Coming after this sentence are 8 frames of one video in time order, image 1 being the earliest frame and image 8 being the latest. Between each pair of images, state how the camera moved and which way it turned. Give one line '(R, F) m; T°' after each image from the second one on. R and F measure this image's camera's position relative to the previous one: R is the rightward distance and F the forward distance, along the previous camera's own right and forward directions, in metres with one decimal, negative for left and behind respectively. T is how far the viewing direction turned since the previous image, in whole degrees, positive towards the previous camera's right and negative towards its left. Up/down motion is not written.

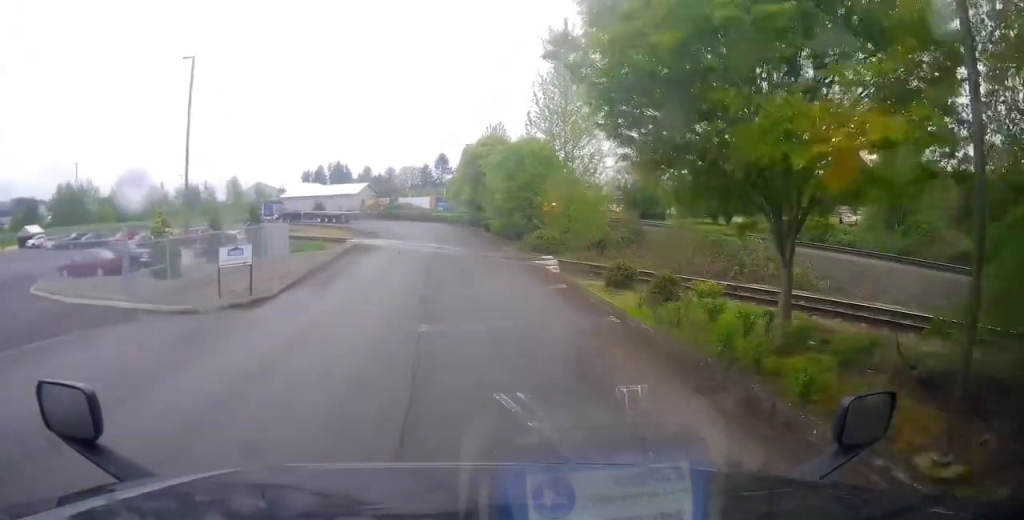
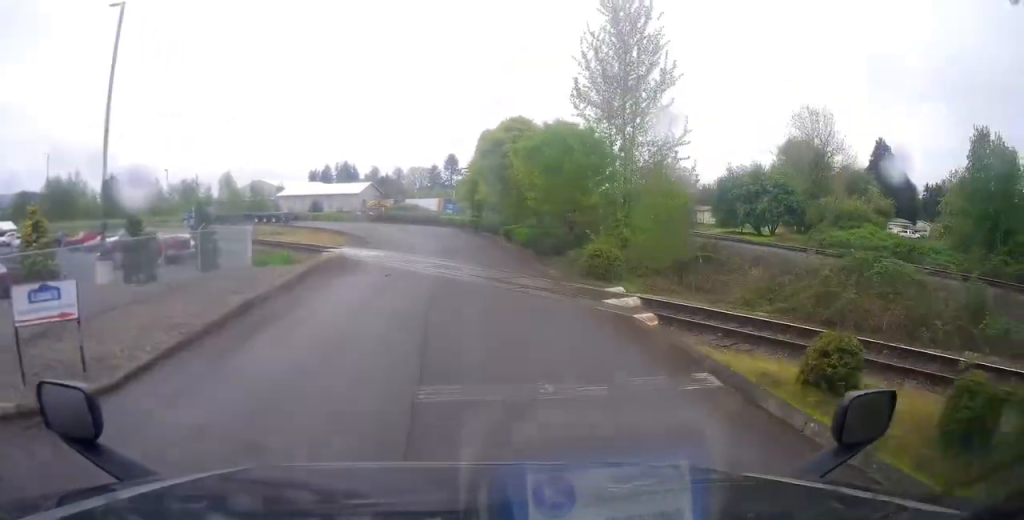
(0.0, +8.8) m; 0°
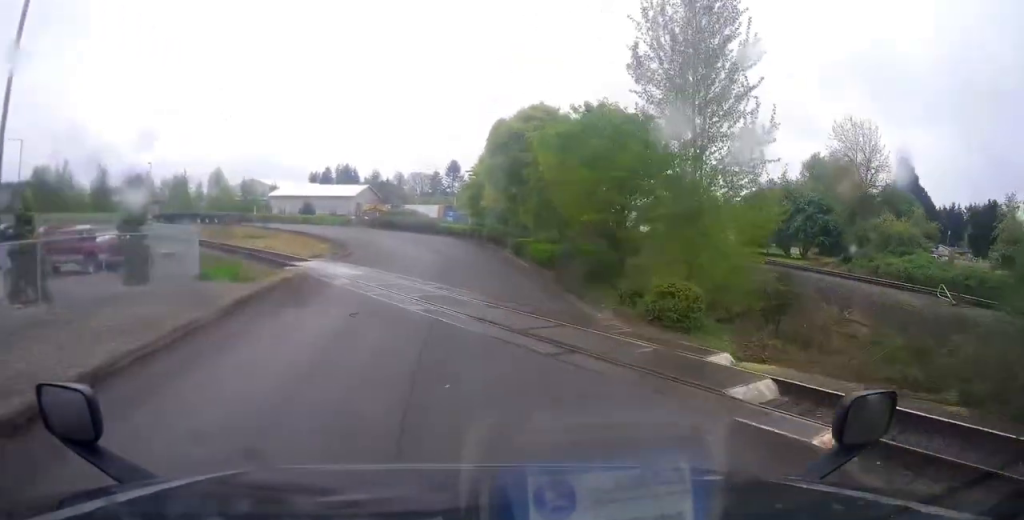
(-0.2, +6.5) m; +4°
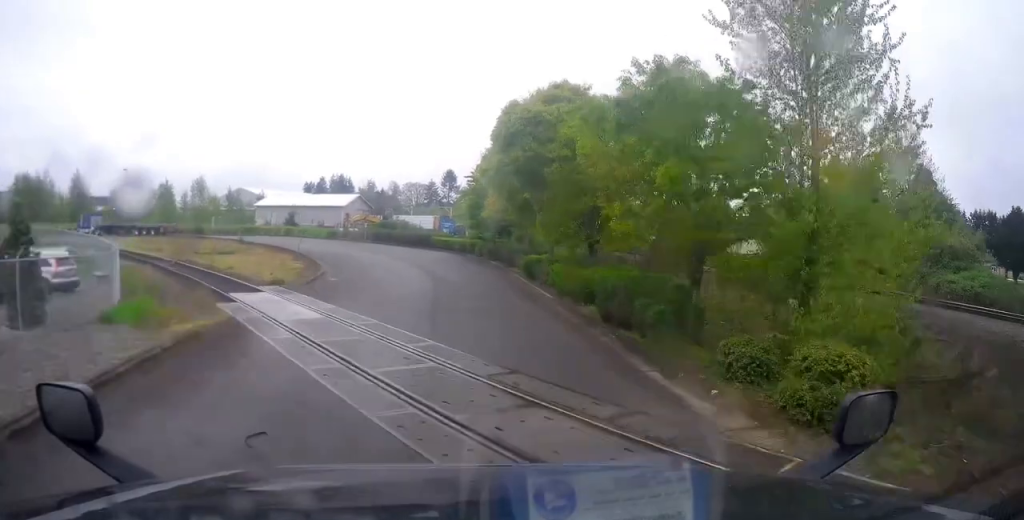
(+0.5, +6.3) m; +2°
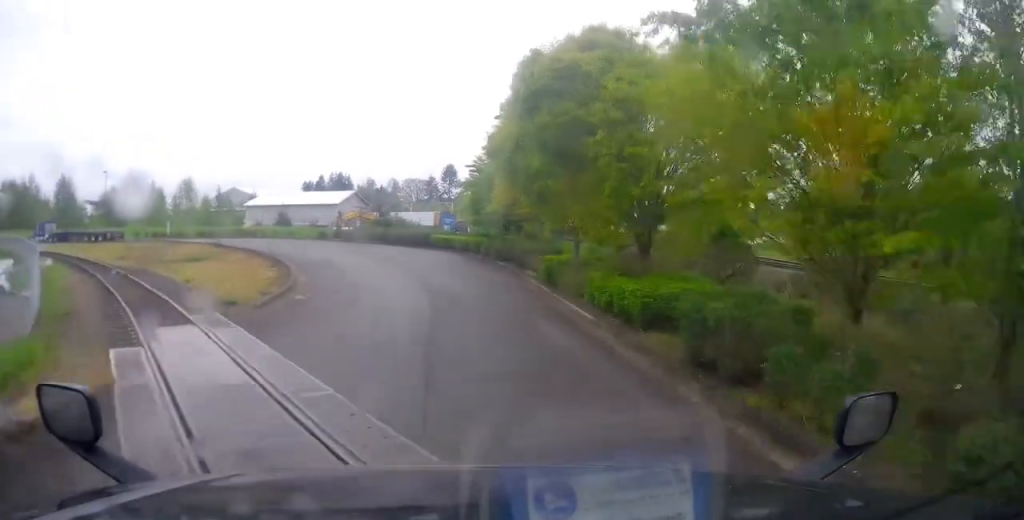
(+0.4, +5.4) m; +1°
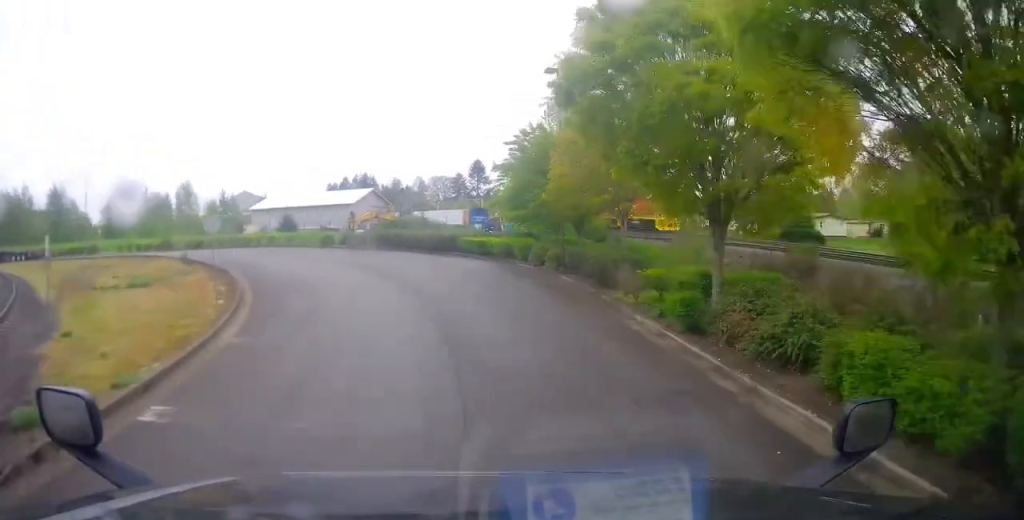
(-1.0, +11.1) m; -9°
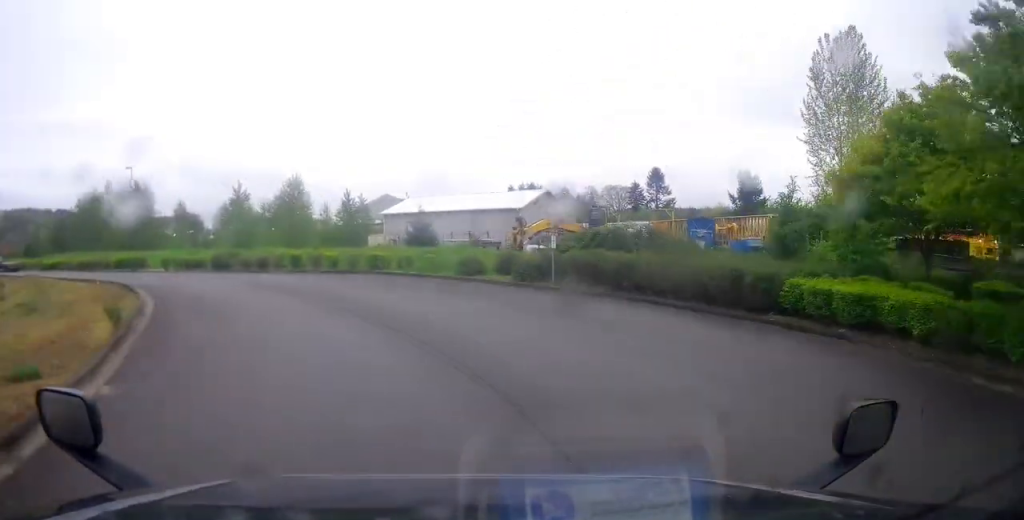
(-2.5, +23.0) m; -12°
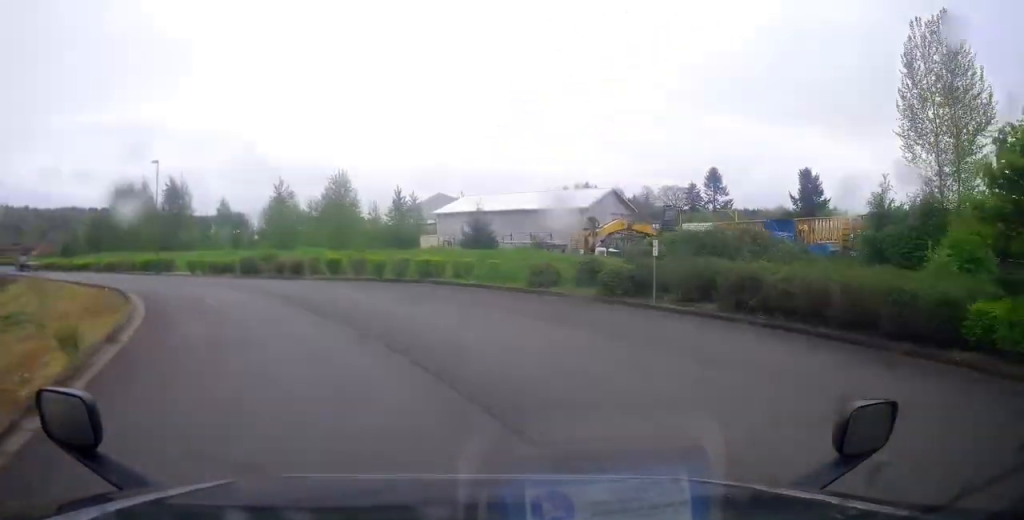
(-0.1, +5.0) m; -3°
